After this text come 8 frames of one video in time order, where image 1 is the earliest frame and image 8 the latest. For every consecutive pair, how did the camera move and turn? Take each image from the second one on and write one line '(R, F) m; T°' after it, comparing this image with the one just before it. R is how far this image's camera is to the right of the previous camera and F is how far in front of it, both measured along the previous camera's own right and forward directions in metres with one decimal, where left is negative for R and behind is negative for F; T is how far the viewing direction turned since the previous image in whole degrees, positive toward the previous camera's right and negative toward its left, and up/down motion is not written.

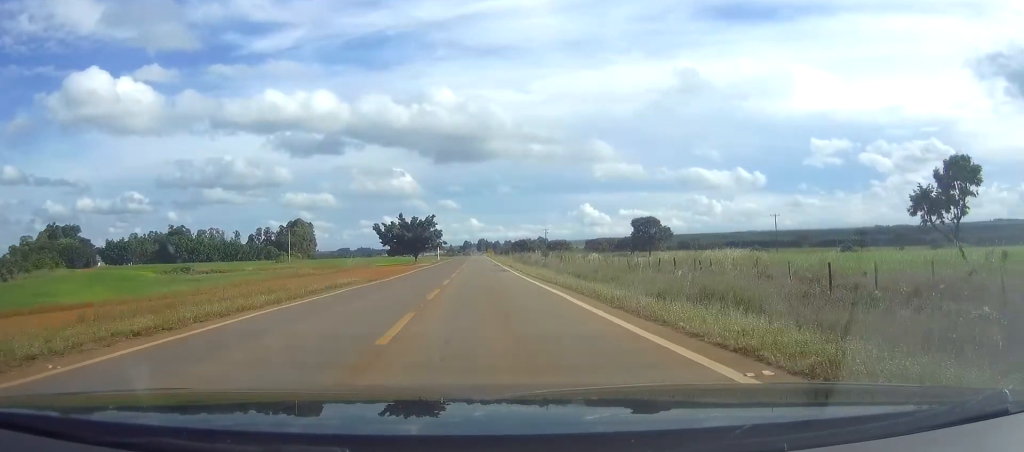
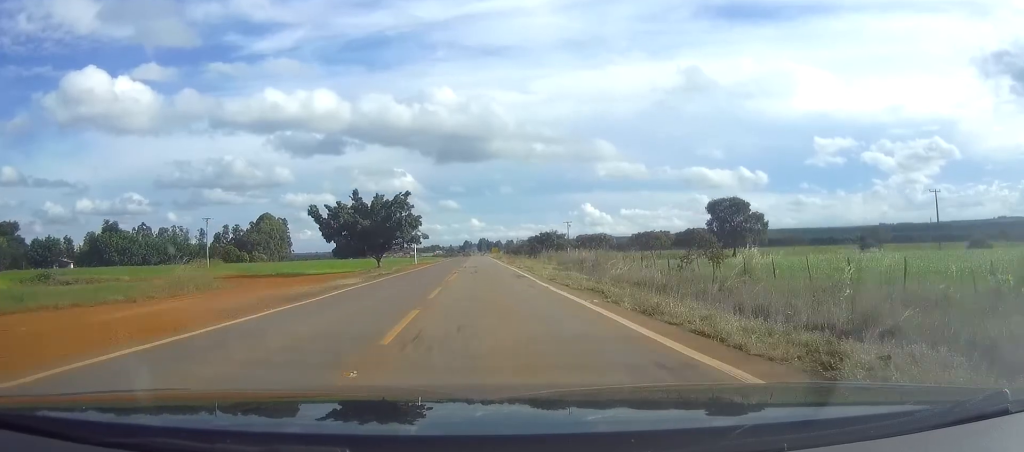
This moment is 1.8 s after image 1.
(0.0, +59.6) m; 0°
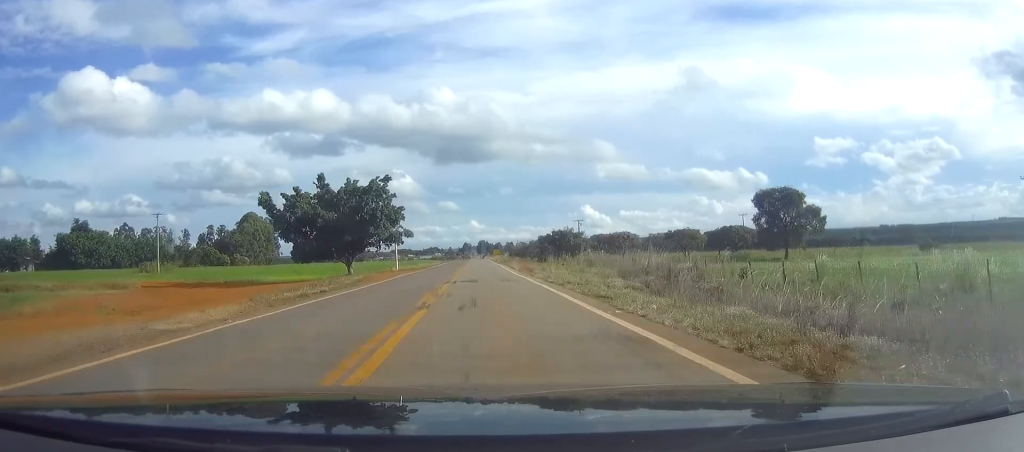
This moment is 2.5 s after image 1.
(0.0, +21.7) m; 0°
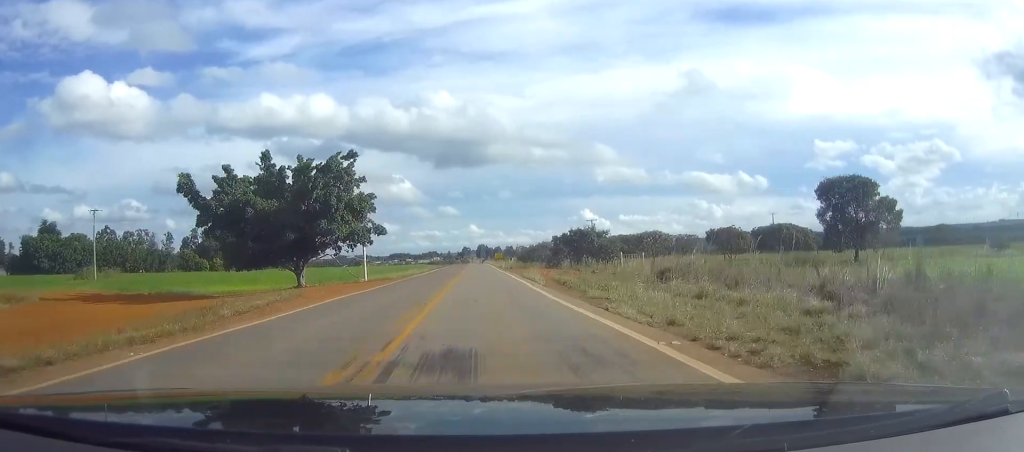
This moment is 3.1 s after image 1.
(0.0, +20.7) m; 0°
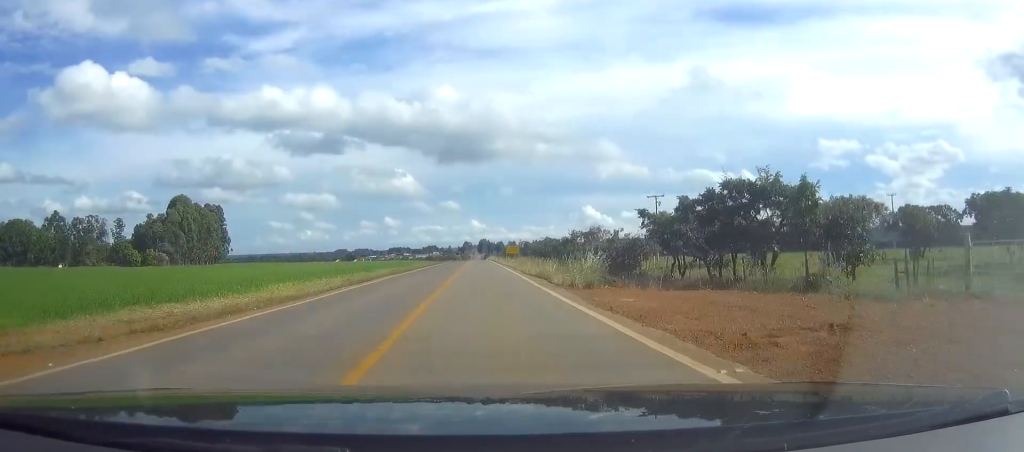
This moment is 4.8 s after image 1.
(0.0, +53.3) m; 0°
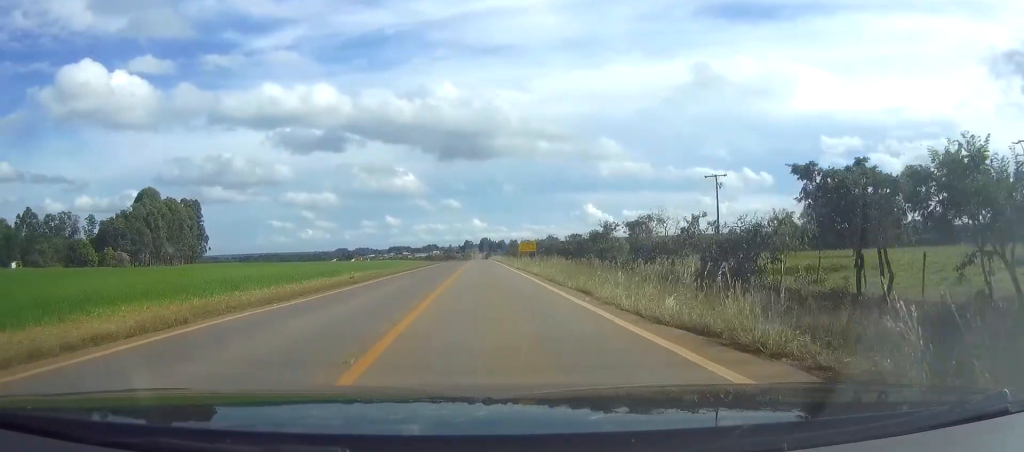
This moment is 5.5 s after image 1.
(0.0, +25.1) m; 0°
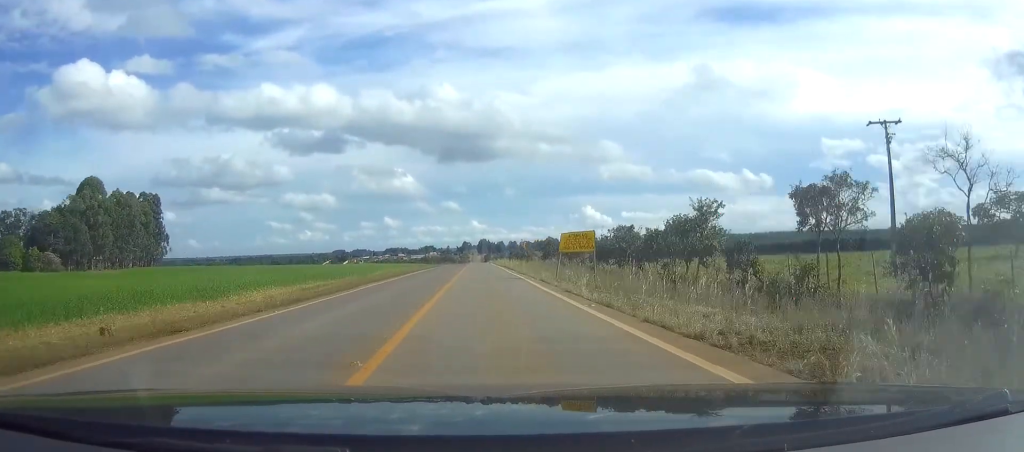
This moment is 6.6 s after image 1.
(0.0, +33.9) m; 0°
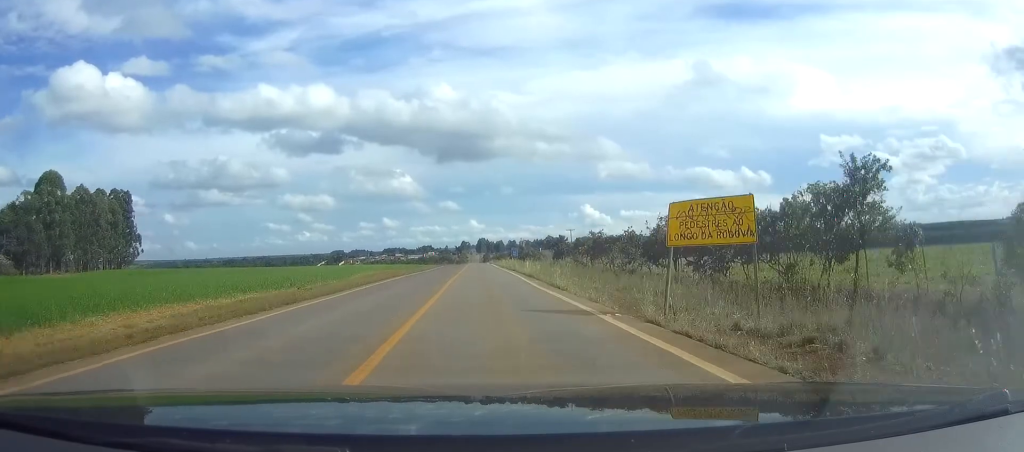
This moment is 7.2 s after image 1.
(0.0, +19.6) m; 0°
